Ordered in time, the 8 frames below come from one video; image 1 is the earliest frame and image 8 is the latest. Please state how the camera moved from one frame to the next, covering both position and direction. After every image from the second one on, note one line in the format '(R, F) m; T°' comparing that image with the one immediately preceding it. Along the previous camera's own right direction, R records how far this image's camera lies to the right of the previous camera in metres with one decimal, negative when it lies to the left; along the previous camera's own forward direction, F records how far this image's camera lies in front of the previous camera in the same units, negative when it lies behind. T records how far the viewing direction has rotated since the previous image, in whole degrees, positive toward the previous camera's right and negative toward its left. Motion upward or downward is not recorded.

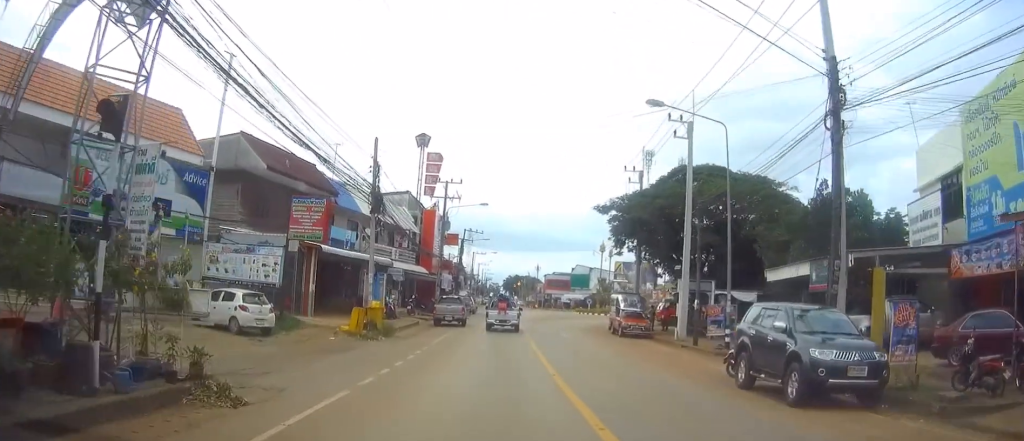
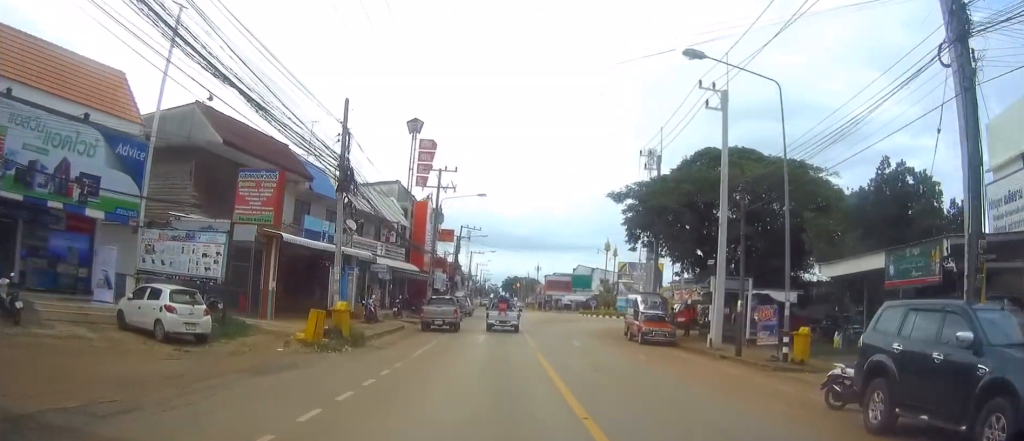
(+0.1, +6.0) m; +1°
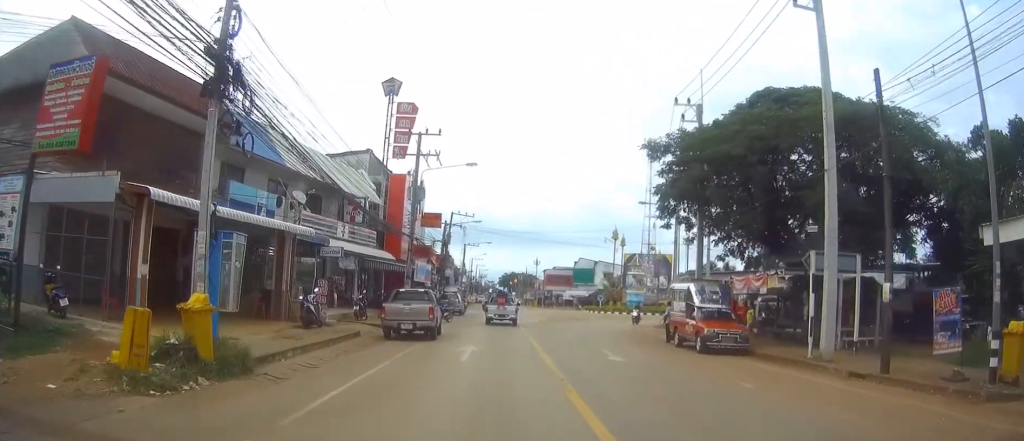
(0.0, +11.0) m; 0°
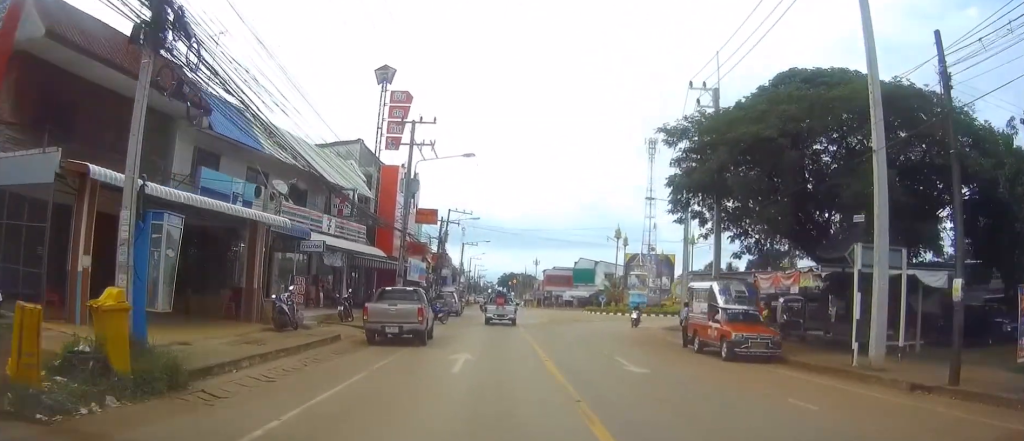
(0.0, +3.0) m; 0°
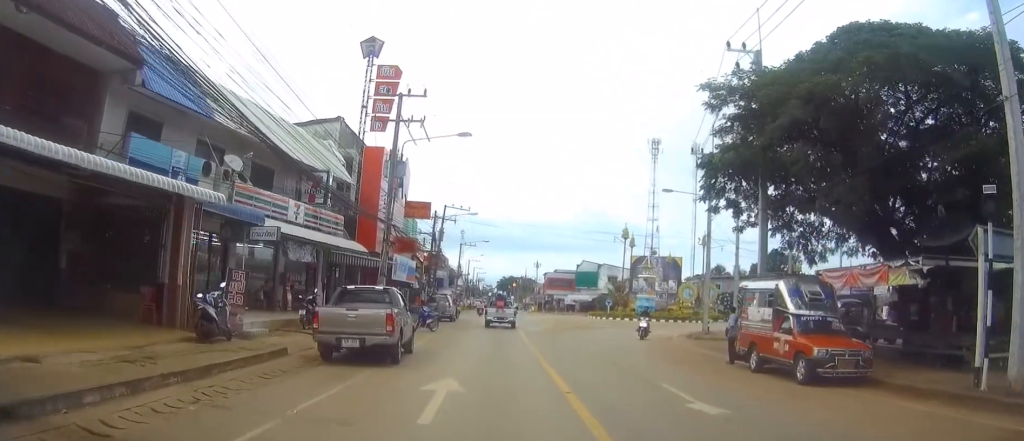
(0.0, +5.5) m; 0°
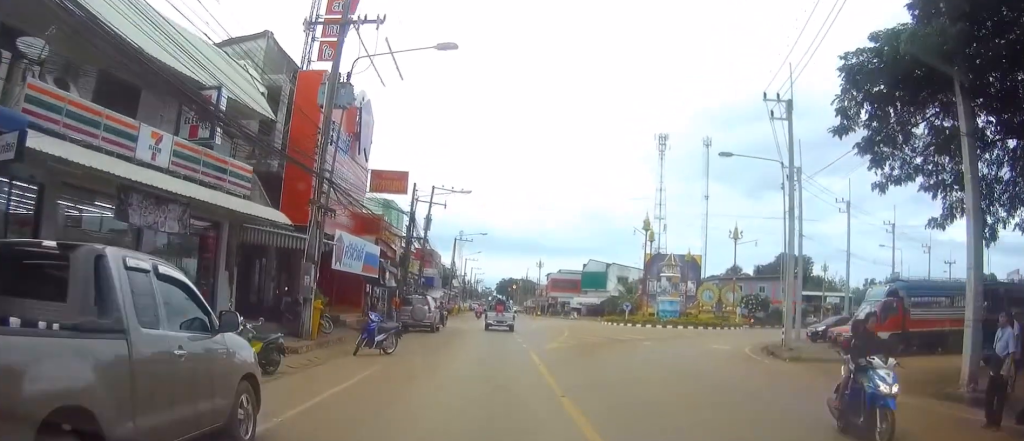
(0.0, +12.5) m; -1°
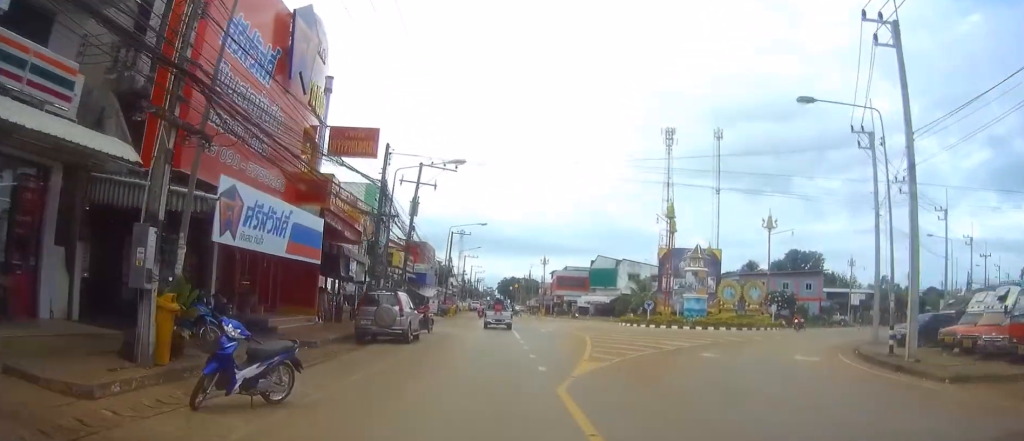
(-0.1, +9.6) m; 0°
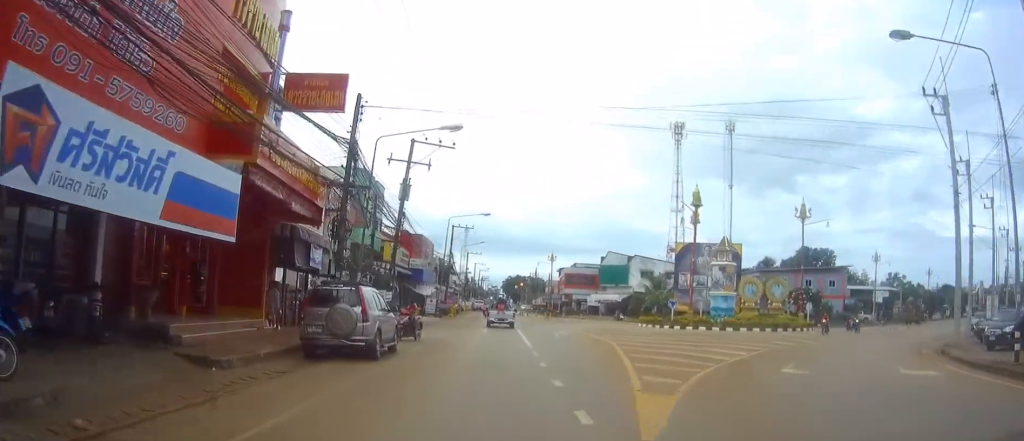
(+0.1, +6.9) m; +1°
